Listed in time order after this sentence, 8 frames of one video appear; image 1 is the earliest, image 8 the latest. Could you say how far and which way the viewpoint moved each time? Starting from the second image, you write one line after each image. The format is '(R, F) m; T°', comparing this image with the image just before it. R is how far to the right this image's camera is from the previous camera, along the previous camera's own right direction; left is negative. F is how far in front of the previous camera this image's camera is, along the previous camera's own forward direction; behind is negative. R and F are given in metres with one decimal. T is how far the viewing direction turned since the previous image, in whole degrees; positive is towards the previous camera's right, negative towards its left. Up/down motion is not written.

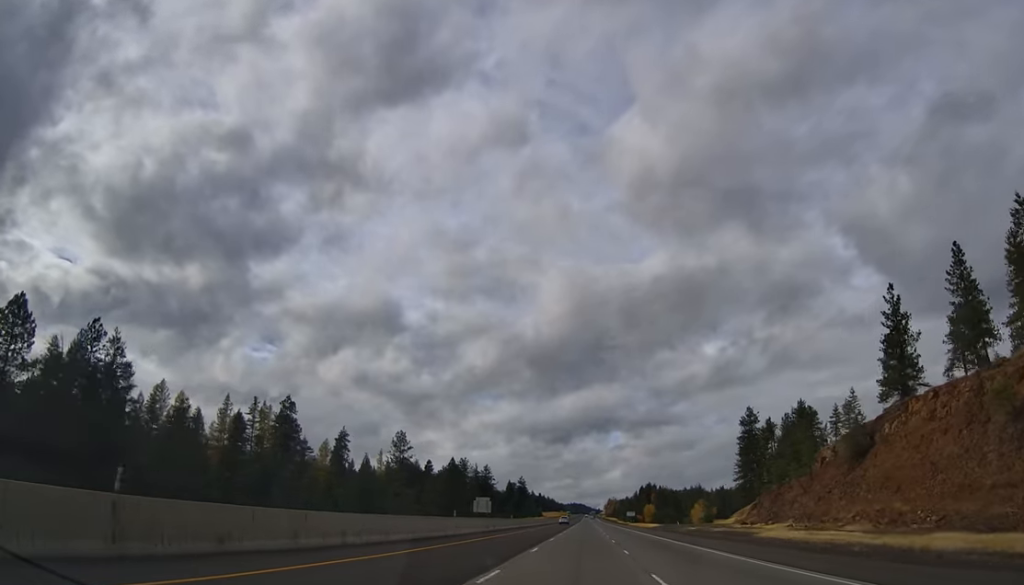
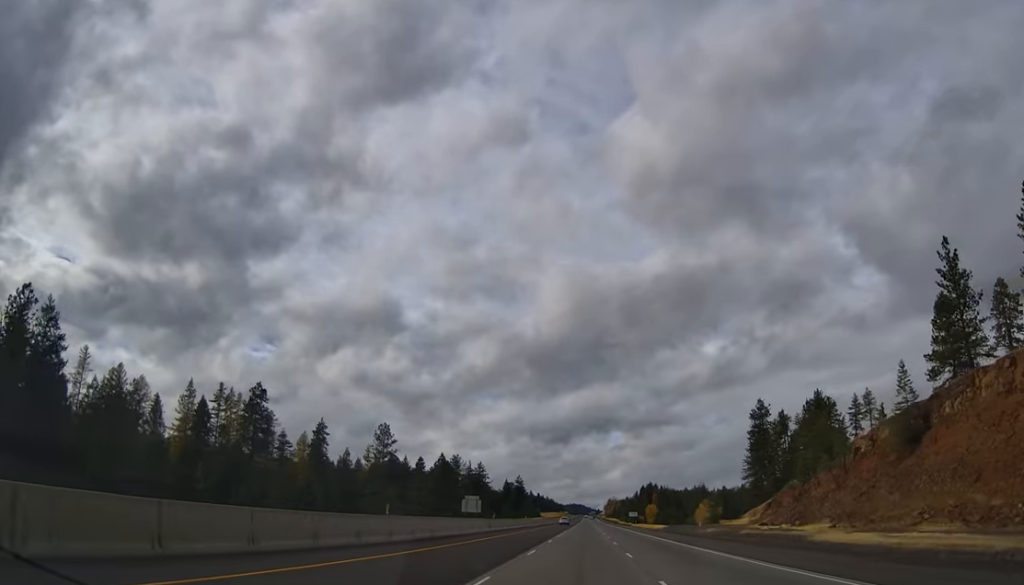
(+0.1, +13.8) m; 0°
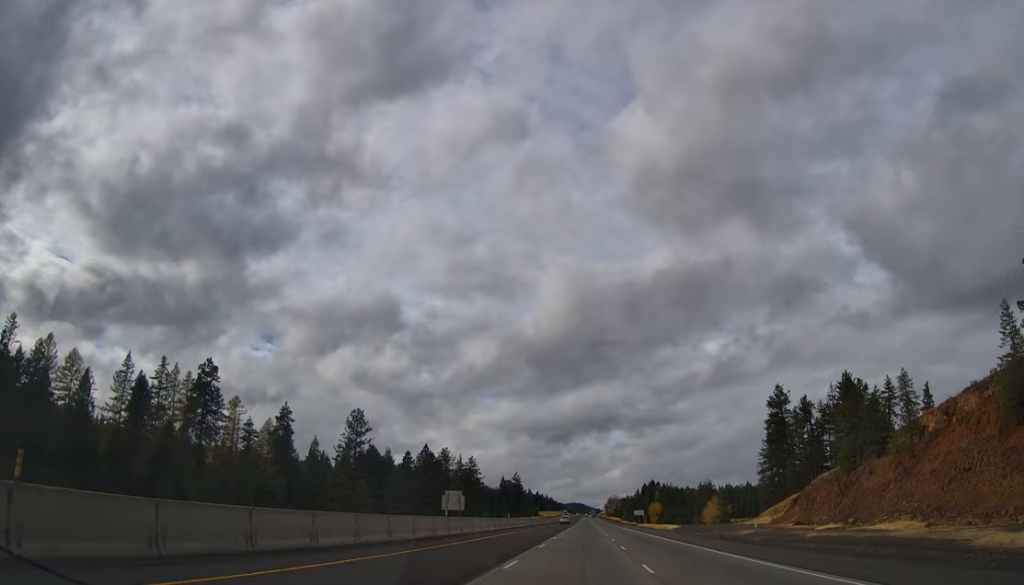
(+0.1, +19.2) m; 0°
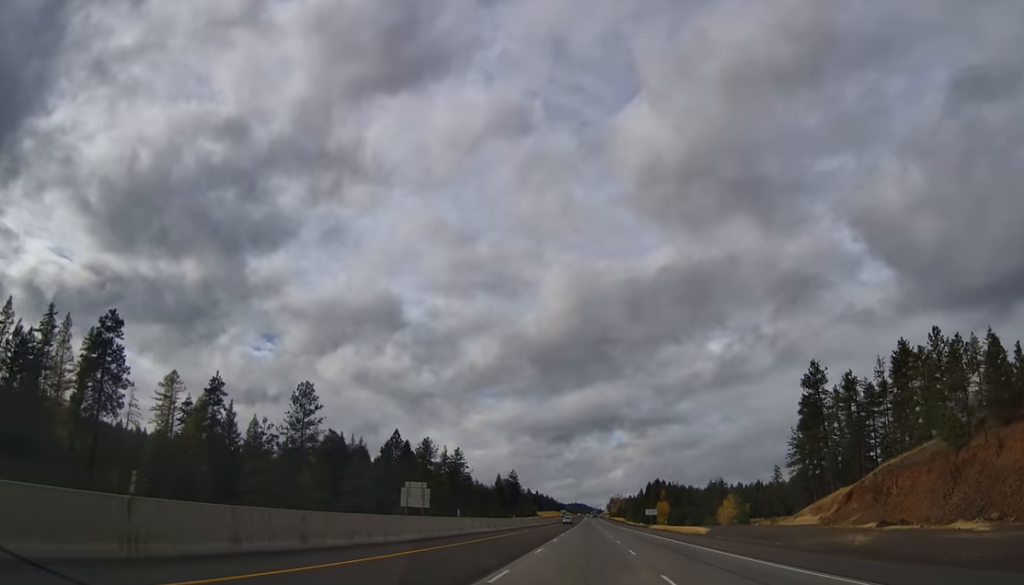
(0.0, +27.7) m; 0°
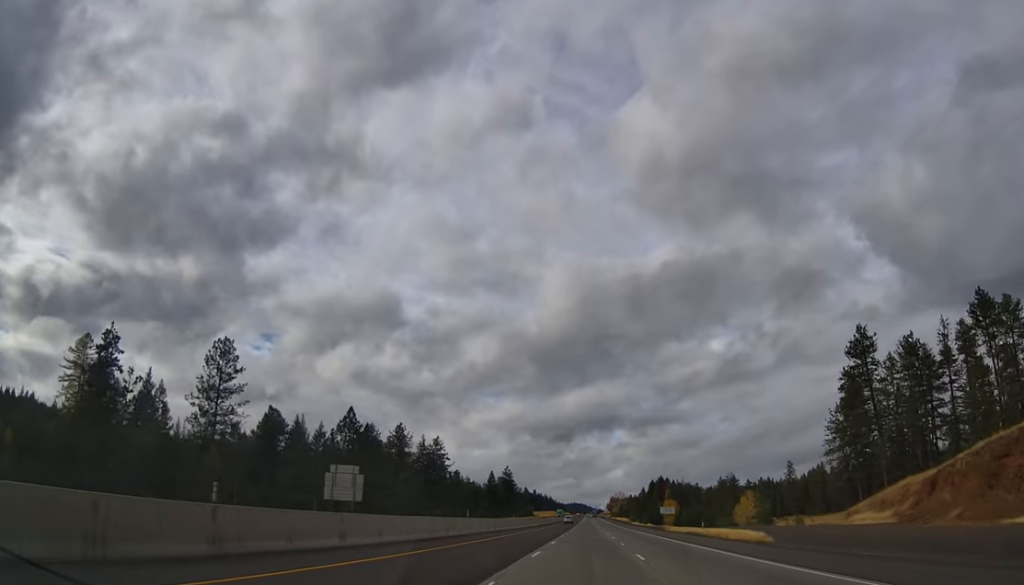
(0.0, +27.7) m; 0°
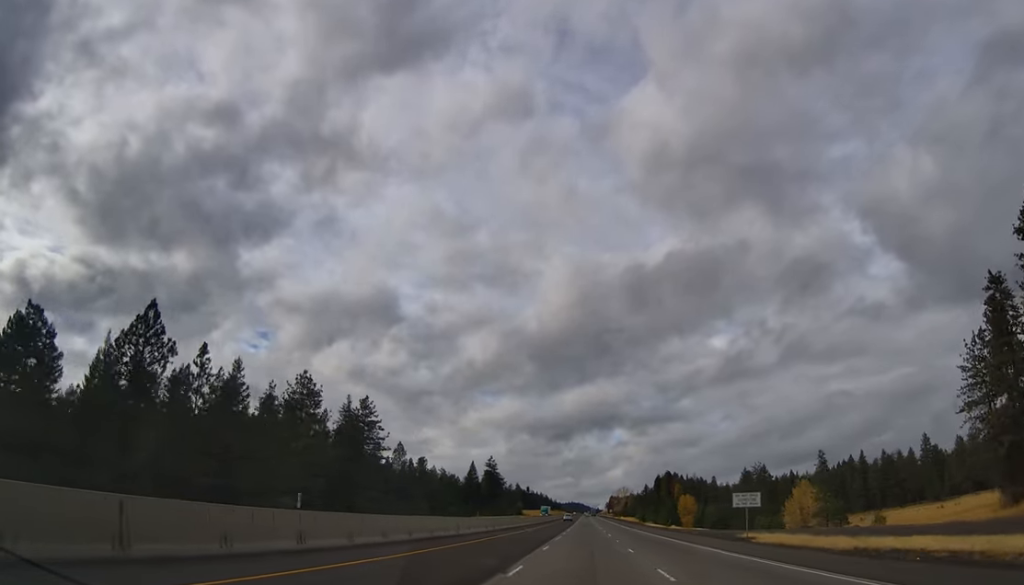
(-0.4, +56.6) m; 0°
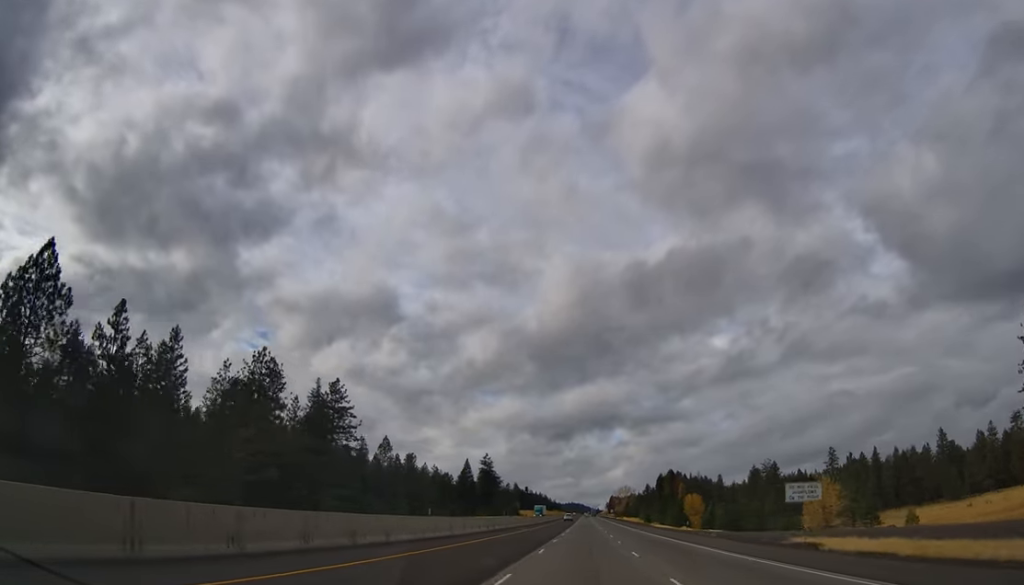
(+0.1, +15.0) m; 0°
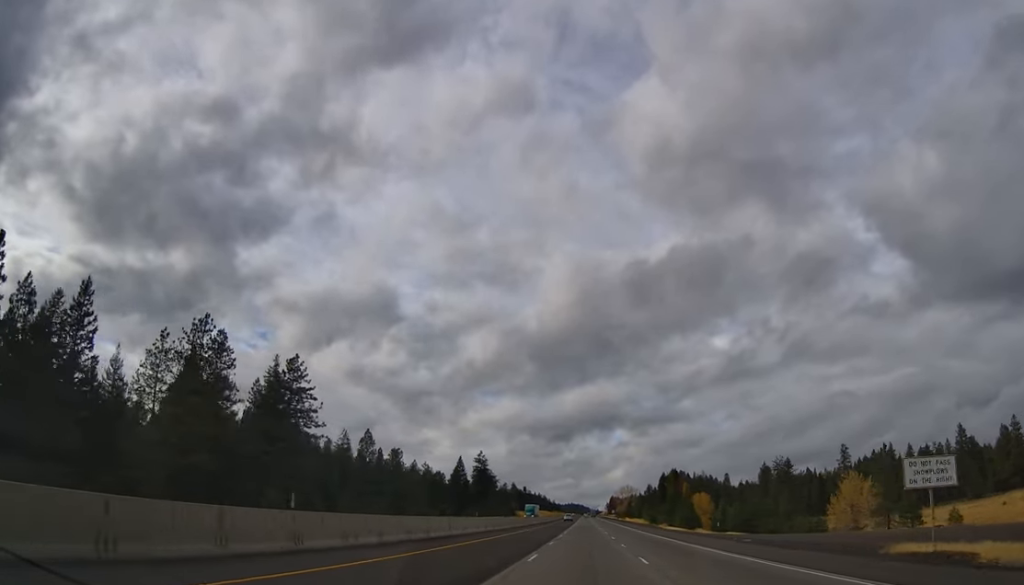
(+0.3, +16.1) m; 0°
